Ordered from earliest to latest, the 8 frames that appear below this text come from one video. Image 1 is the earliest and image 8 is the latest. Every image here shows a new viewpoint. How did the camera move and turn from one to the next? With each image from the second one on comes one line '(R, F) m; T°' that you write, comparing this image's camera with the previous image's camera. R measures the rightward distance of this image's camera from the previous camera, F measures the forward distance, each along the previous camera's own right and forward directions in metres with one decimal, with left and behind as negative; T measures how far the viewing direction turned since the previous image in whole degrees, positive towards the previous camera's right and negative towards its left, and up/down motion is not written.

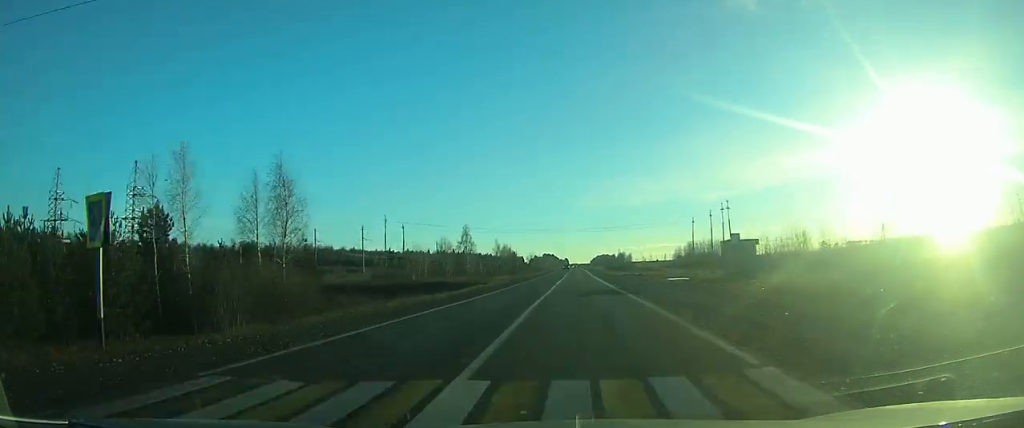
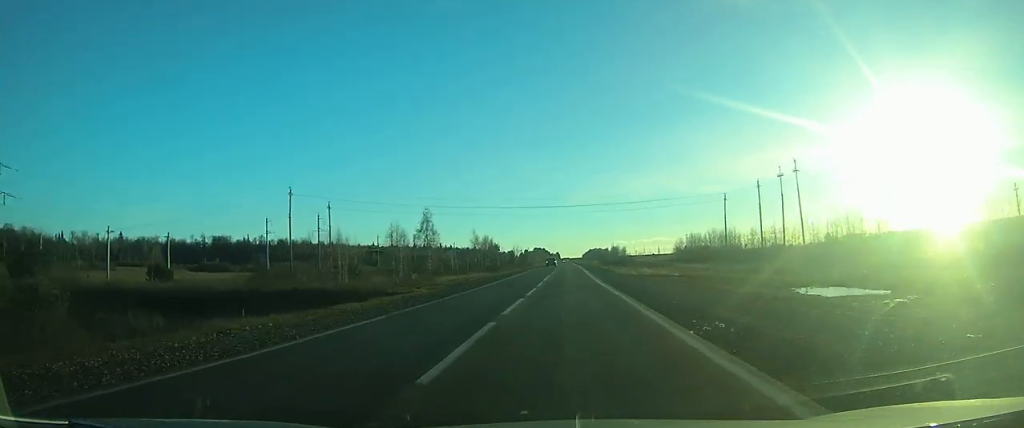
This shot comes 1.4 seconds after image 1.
(+0.1, +32.1) m; 0°
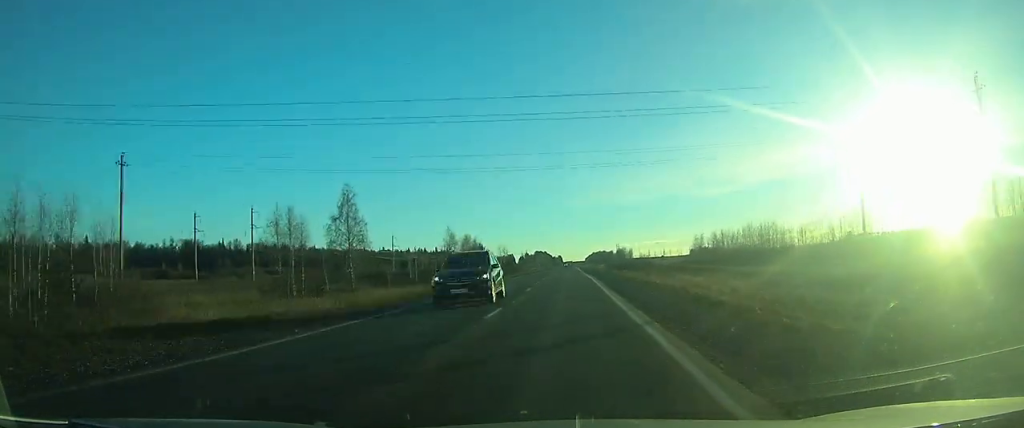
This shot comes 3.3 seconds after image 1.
(+0.1, +45.5) m; 0°
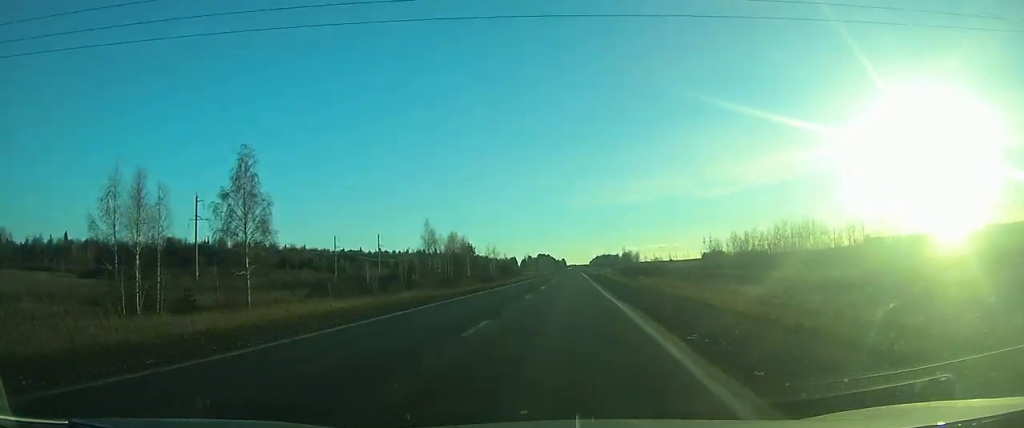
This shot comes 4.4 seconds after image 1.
(0.0, +28.3) m; 0°
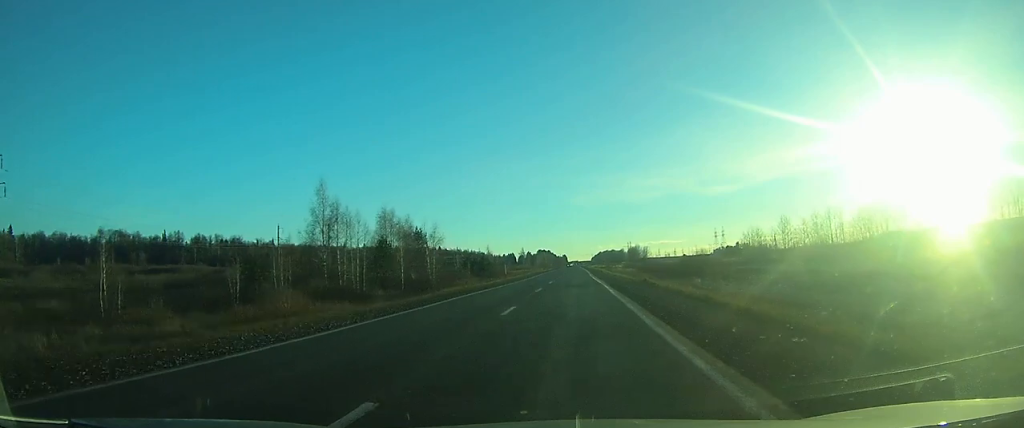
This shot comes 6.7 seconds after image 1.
(-0.2, +57.7) m; 0°
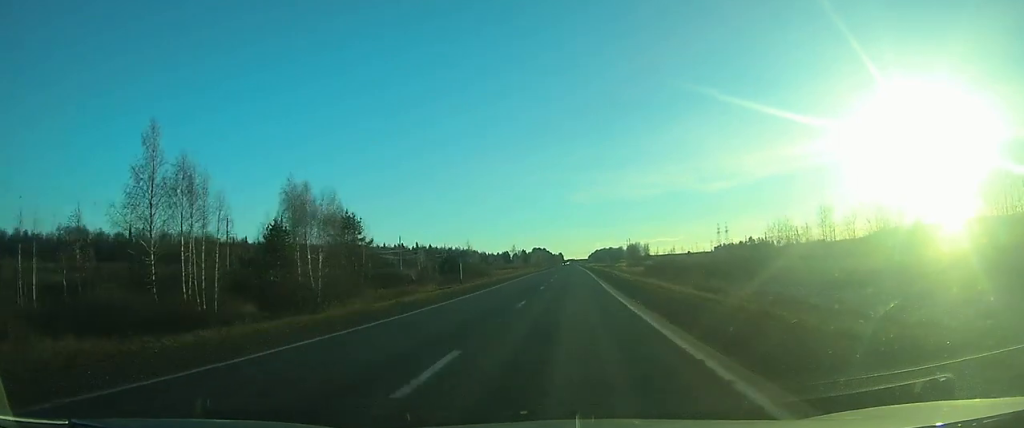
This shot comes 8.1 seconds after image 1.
(0.0, +32.3) m; 0°
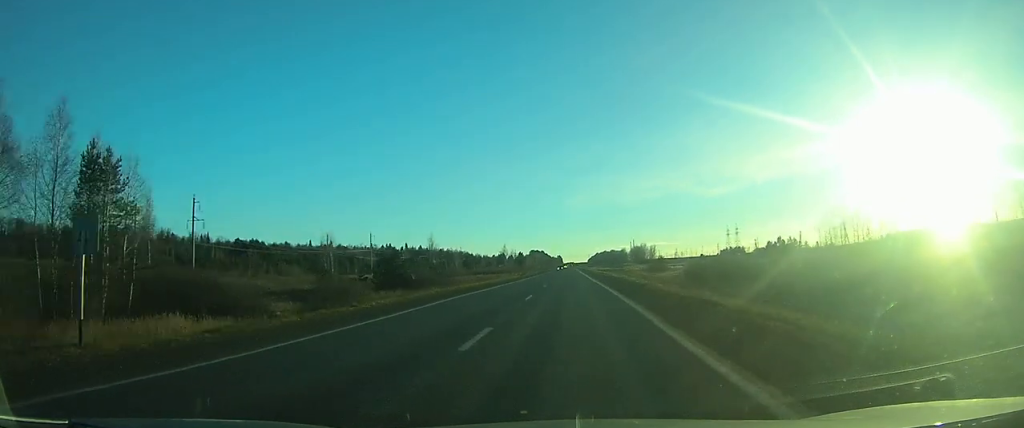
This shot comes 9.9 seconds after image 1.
(+0.2, +42.5) m; 0°
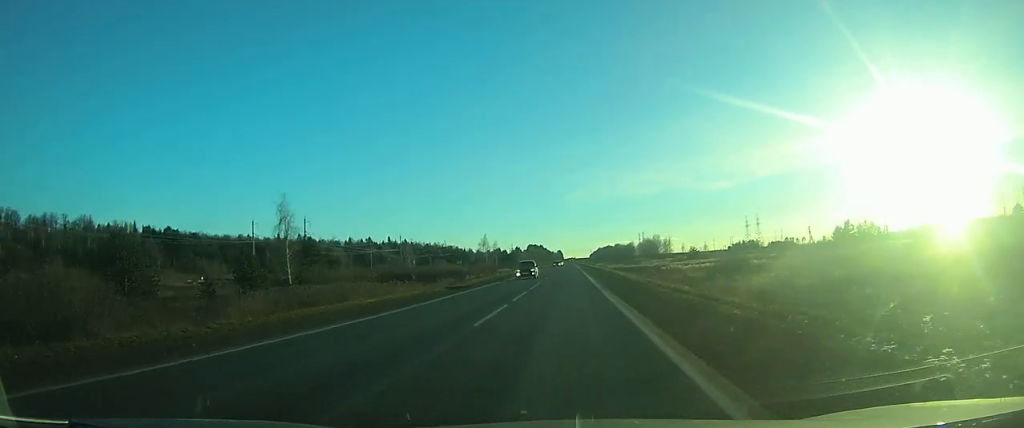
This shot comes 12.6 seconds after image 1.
(-0.2, +66.4) m; 0°
